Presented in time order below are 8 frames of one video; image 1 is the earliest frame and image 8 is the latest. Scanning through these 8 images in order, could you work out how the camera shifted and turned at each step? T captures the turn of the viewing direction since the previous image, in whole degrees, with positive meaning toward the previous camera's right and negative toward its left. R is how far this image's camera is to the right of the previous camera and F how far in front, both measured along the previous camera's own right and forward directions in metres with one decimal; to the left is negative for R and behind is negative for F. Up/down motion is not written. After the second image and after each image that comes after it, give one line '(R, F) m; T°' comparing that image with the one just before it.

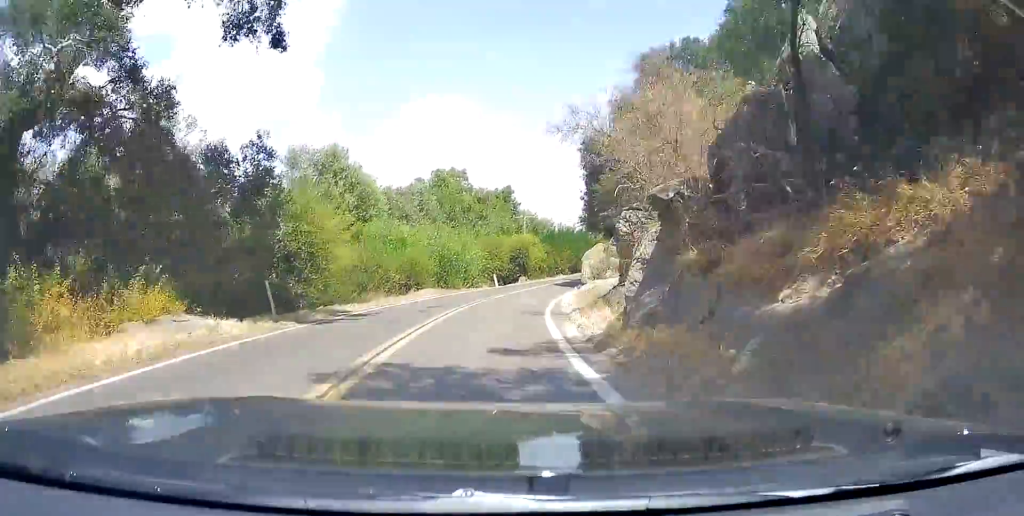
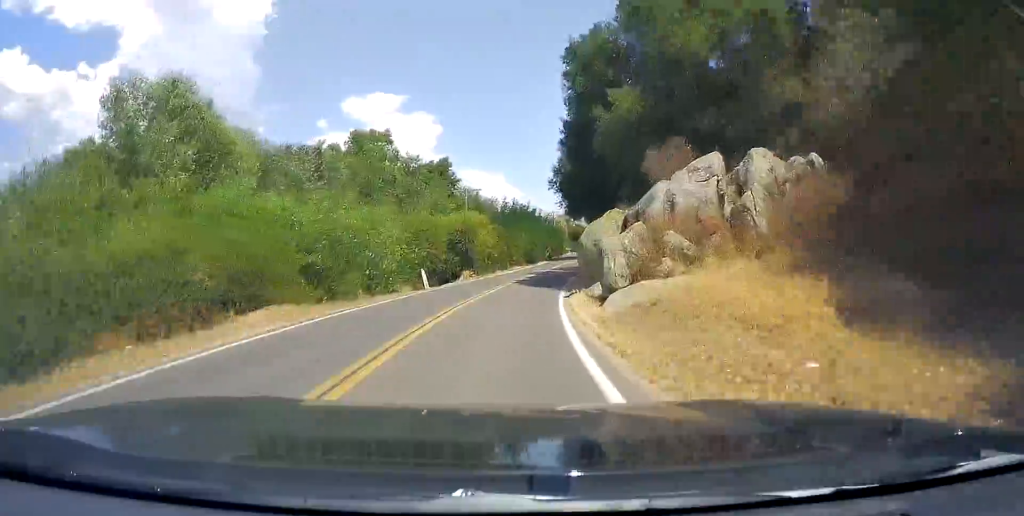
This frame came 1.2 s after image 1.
(+0.9, +19.7) m; +4°
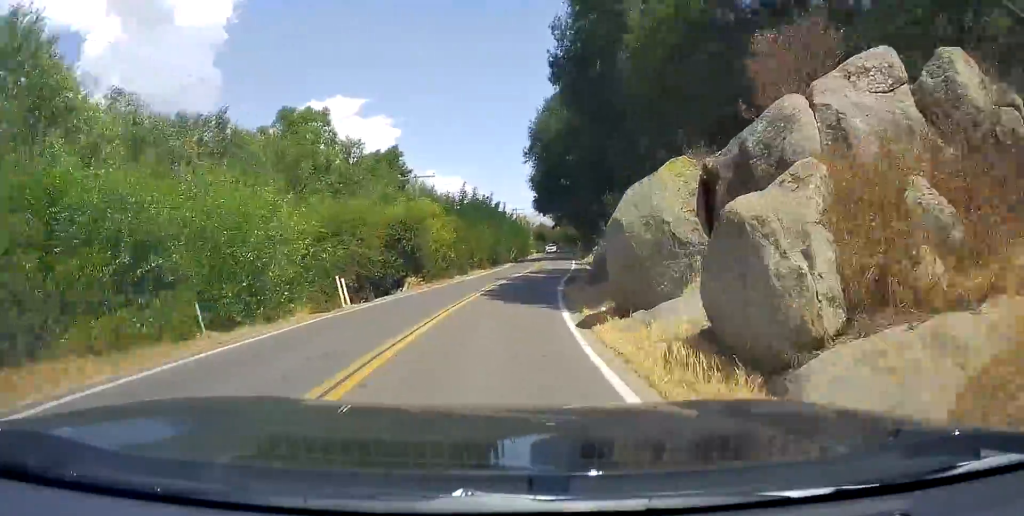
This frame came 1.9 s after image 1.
(+0.3, +11.4) m; +2°
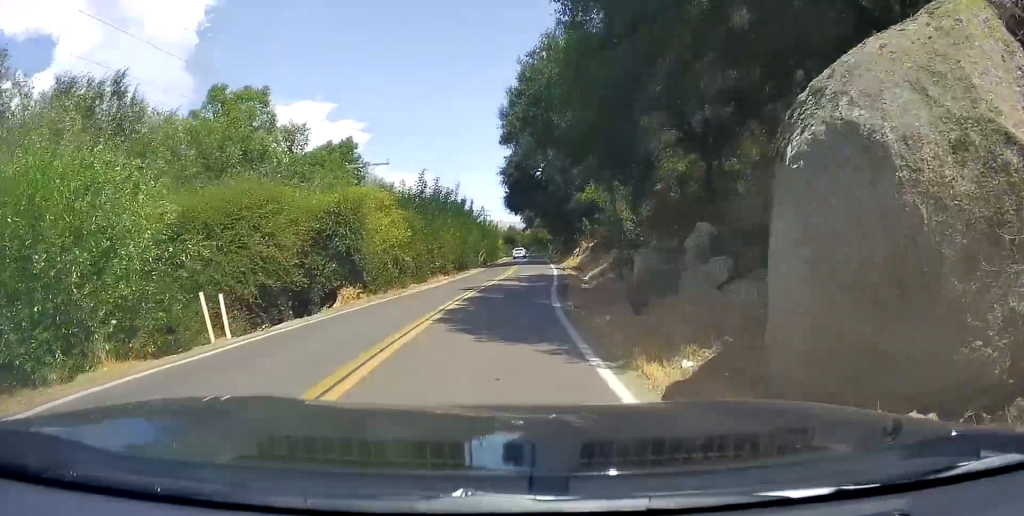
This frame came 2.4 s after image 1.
(0.0, +8.3) m; +2°
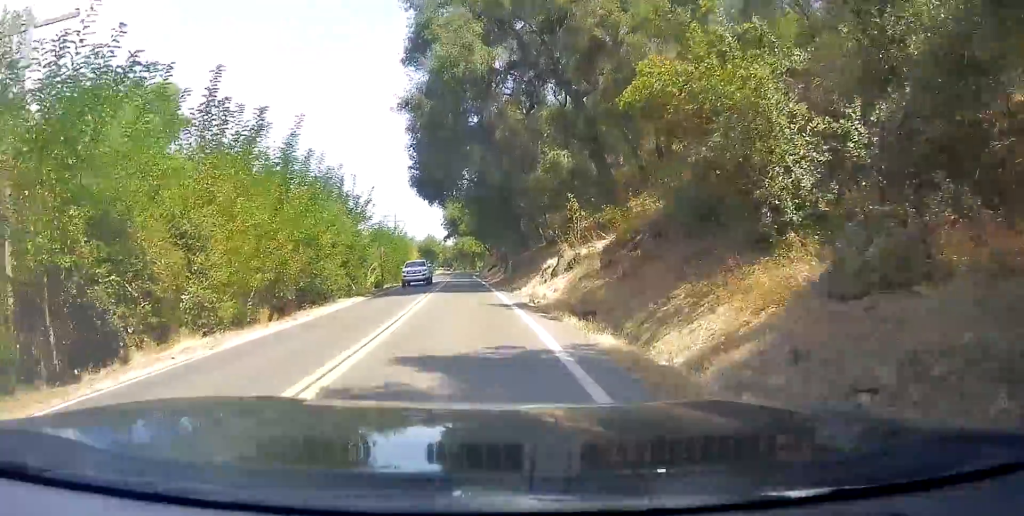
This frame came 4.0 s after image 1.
(+2.3, +27.8) m; +8°
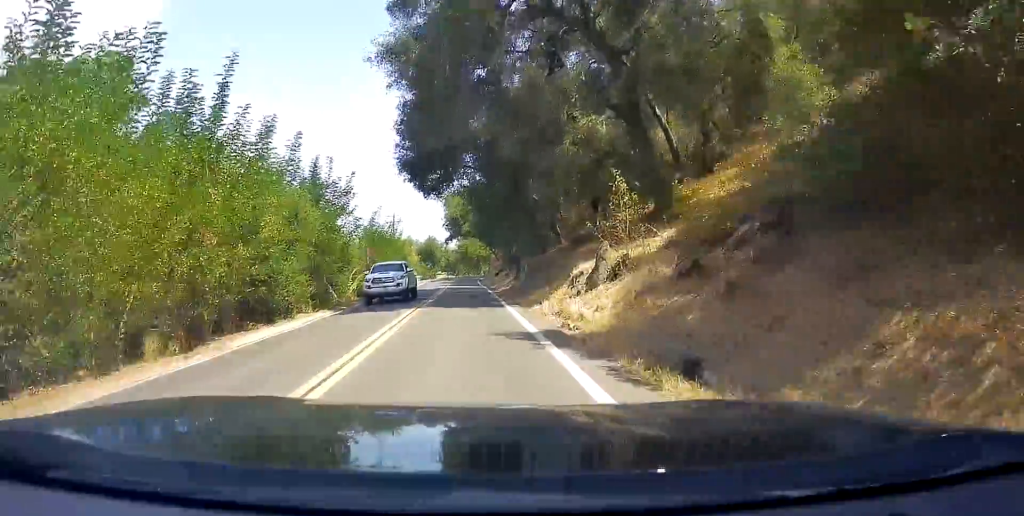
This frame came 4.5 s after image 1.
(+0.2, +7.4) m; 0°
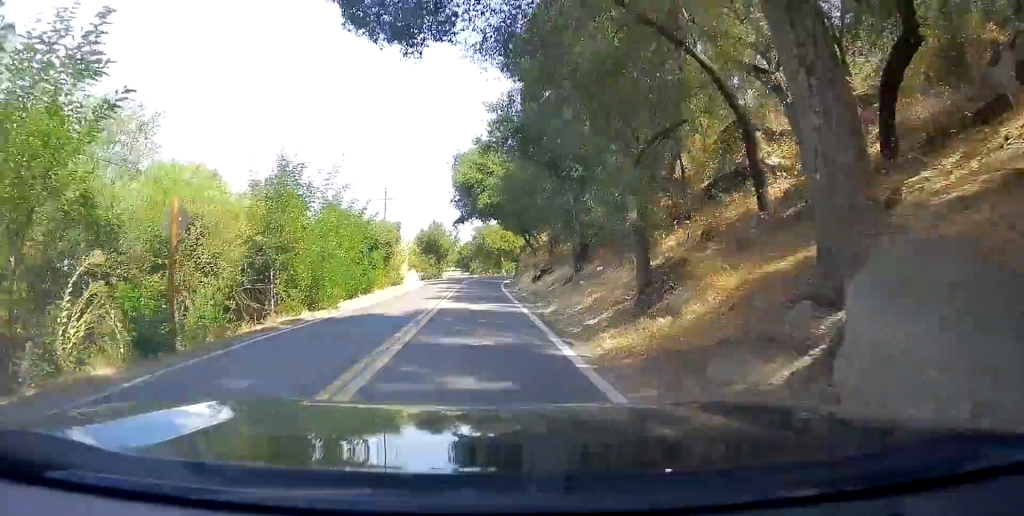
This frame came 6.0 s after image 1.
(-0.5, +26.0) m; -1°
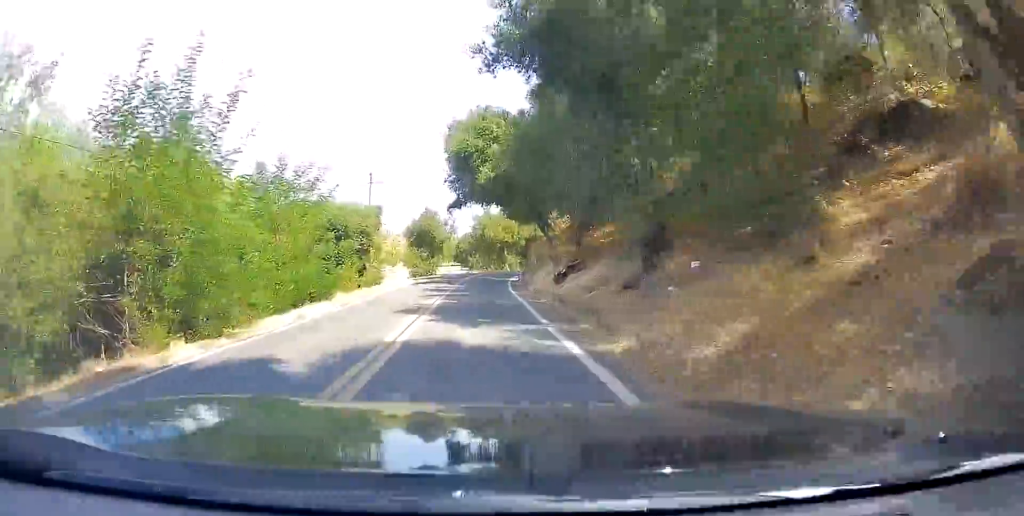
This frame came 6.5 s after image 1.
(-0.1, +9.9) m; +1°
